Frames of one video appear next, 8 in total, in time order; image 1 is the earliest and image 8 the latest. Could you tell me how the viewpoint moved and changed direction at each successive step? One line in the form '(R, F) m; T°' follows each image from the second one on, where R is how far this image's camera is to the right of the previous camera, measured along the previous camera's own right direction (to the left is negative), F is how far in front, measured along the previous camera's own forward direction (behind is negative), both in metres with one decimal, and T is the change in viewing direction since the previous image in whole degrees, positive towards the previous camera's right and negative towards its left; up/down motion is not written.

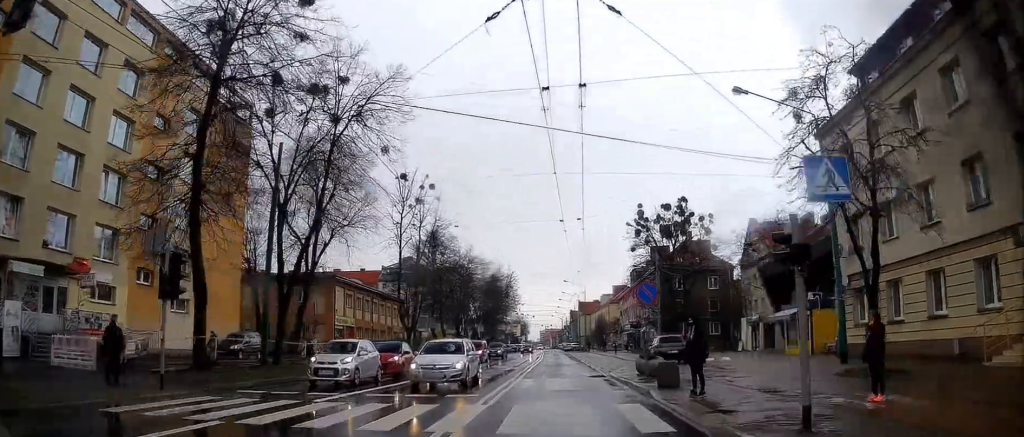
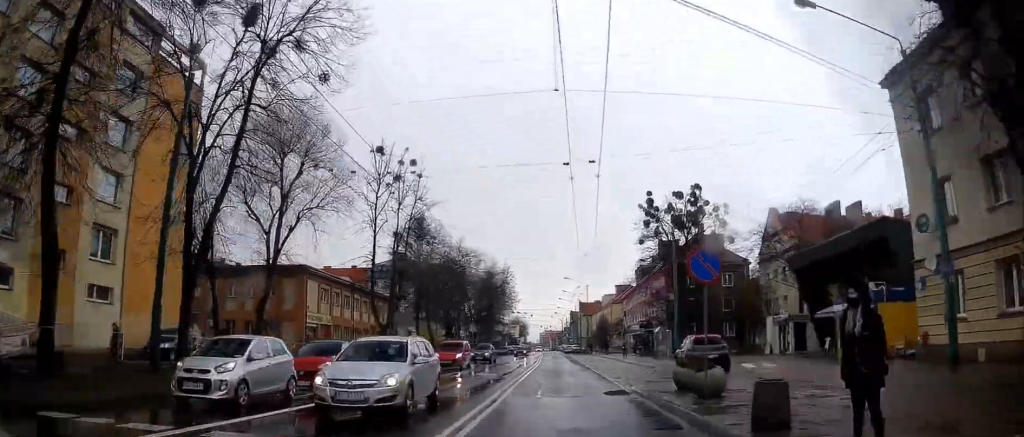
(+0.2, +7.4) m; +1°
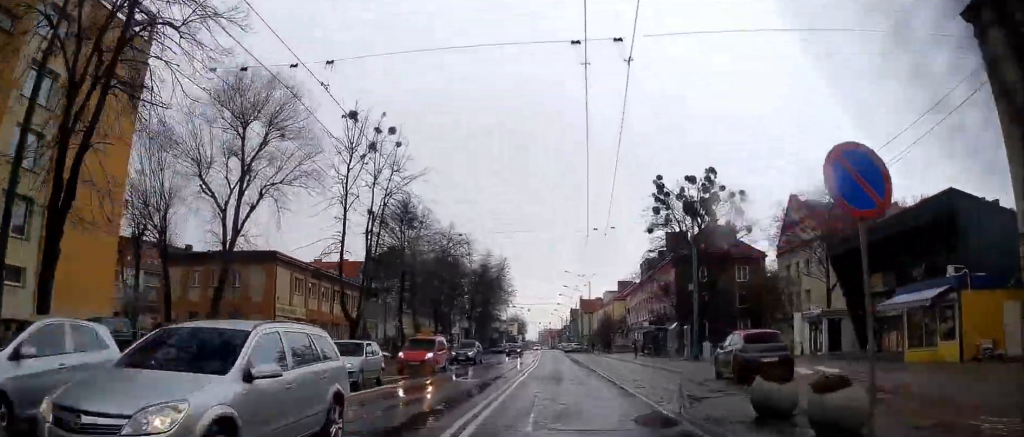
(0.0, +6.4) m; 0°
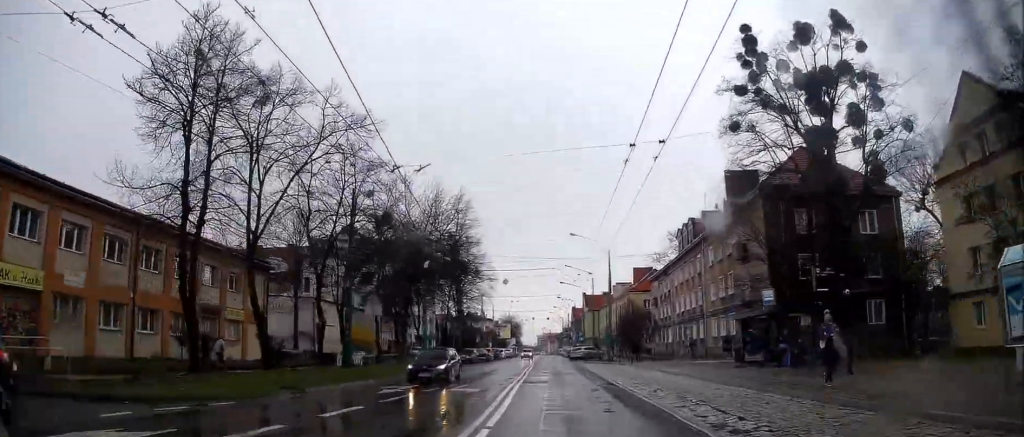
(-0.2, +32.1) m; 0°
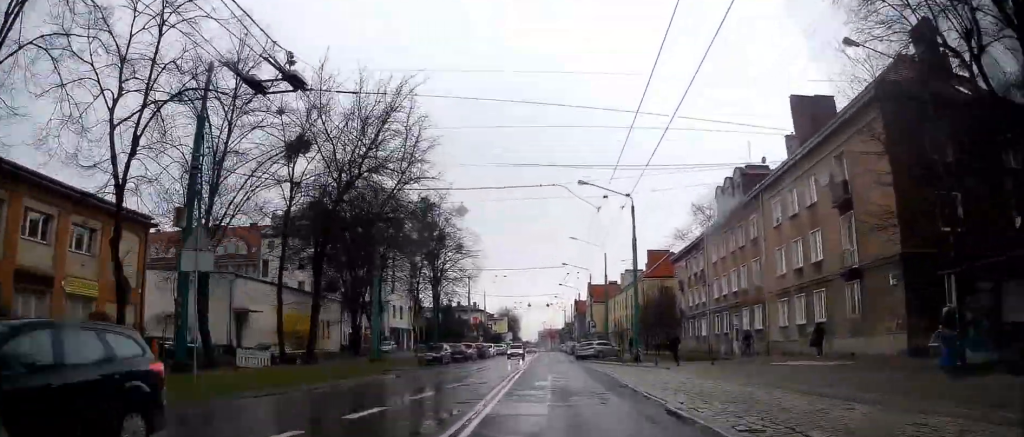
(0.0, +16.2) m; -1°
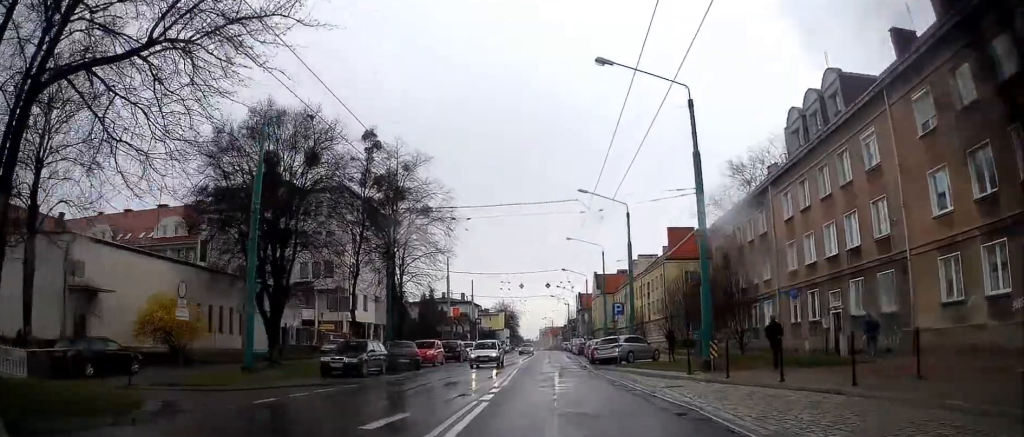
(-0.3, +17.7) m; -1°
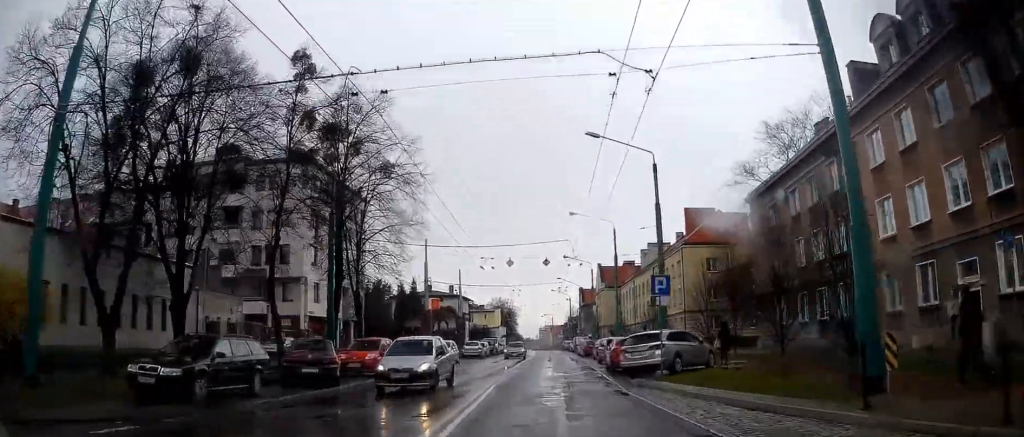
(0.0, +11.7) m; 0°
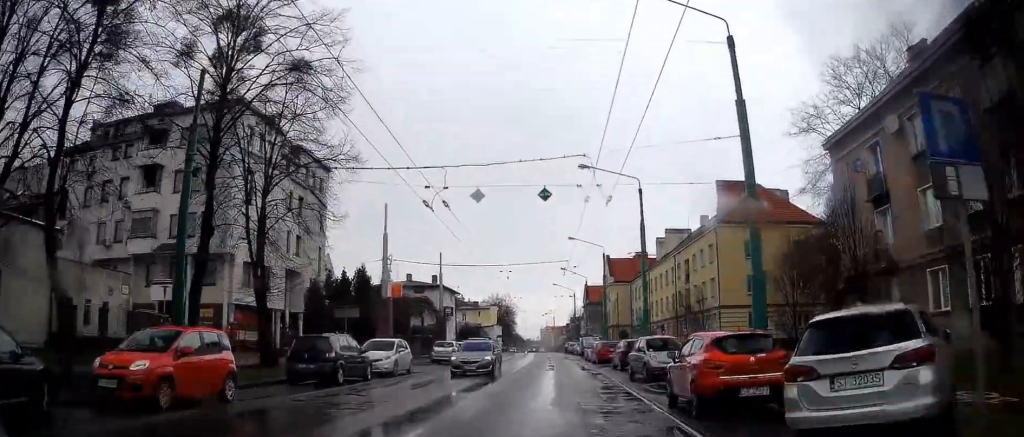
(+0.2, +14.2) m; 0°
